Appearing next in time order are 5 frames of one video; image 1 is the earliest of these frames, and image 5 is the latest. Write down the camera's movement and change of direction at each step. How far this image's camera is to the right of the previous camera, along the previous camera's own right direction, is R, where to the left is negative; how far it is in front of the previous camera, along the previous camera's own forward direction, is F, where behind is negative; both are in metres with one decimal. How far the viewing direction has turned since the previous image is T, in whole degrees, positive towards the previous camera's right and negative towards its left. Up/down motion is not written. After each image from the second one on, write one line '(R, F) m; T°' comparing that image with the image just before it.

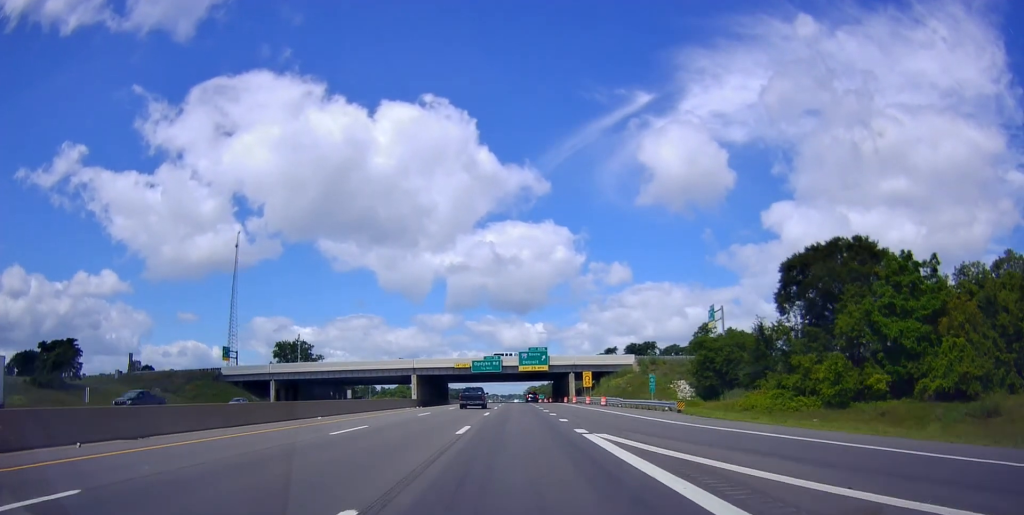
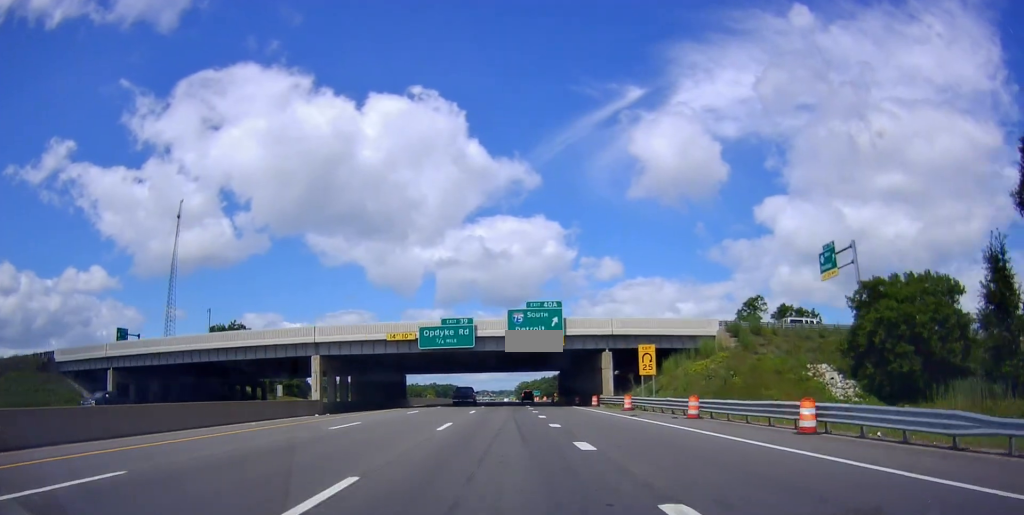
(0.0, +45.9) m; +1°
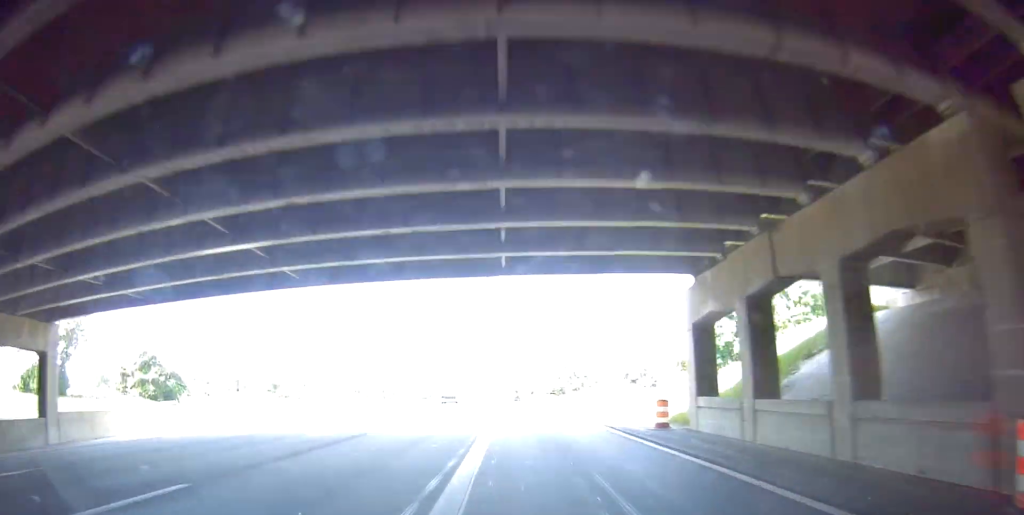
(+2.8, +79.8) m; +2°
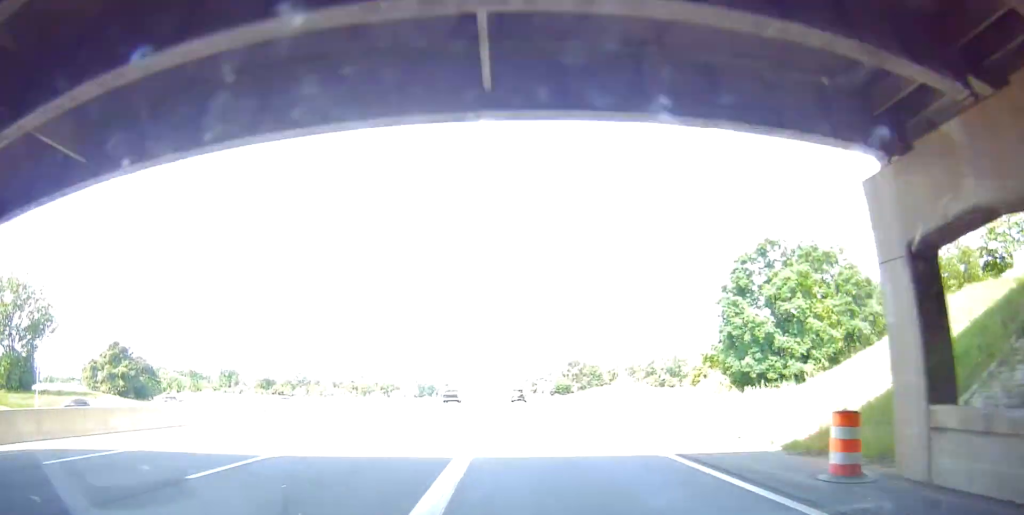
(0.0, +11.3) m; 0°
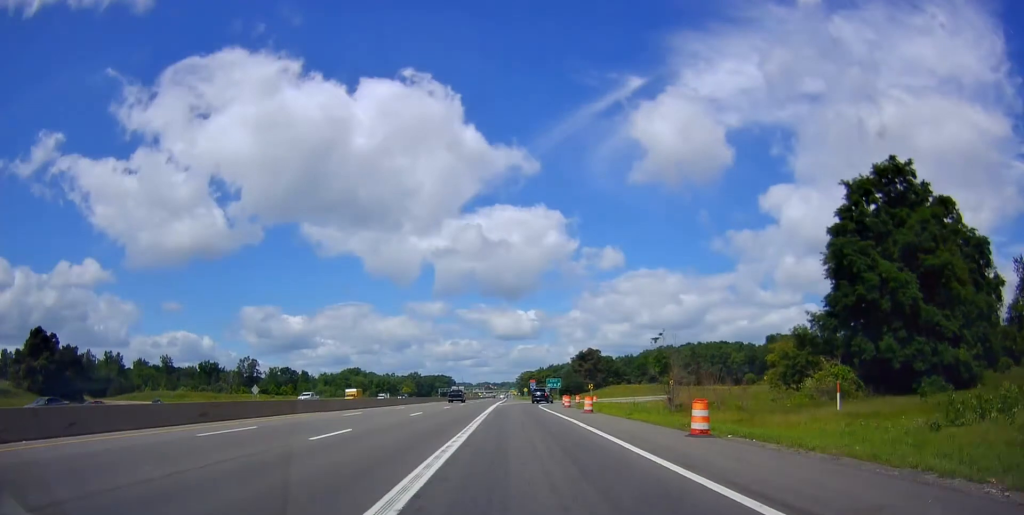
(0.0, +25.0) m; +1°
